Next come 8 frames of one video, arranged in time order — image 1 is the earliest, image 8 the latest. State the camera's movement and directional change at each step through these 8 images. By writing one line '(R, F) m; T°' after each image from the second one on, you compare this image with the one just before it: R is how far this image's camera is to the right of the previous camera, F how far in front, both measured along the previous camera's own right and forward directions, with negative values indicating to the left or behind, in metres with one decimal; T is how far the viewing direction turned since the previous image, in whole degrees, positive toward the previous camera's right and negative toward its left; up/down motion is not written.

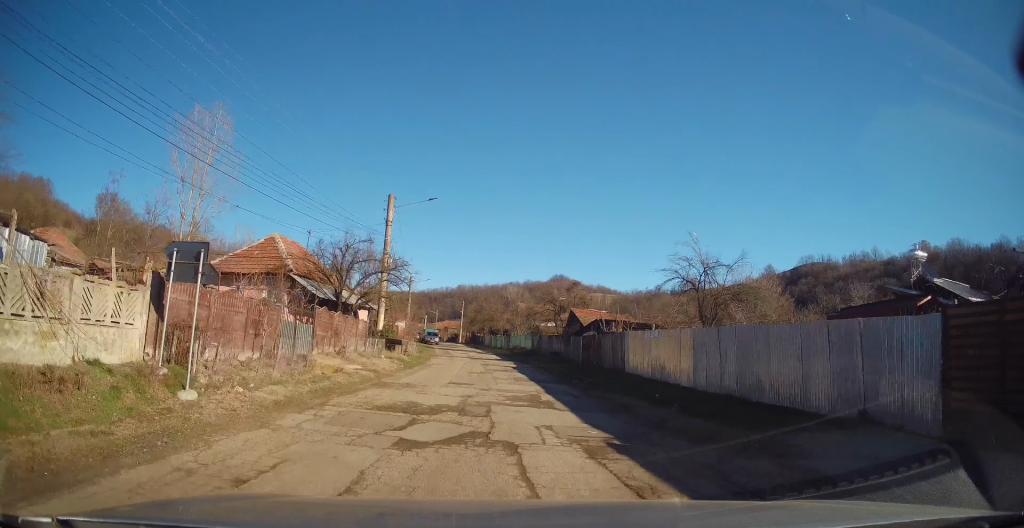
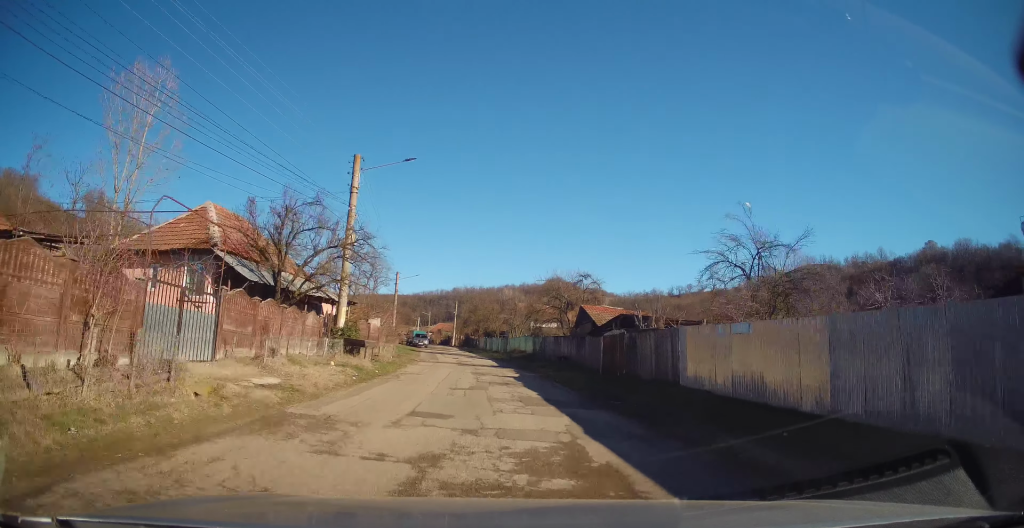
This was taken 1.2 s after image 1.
(+0.6, +6.6) m; +3°
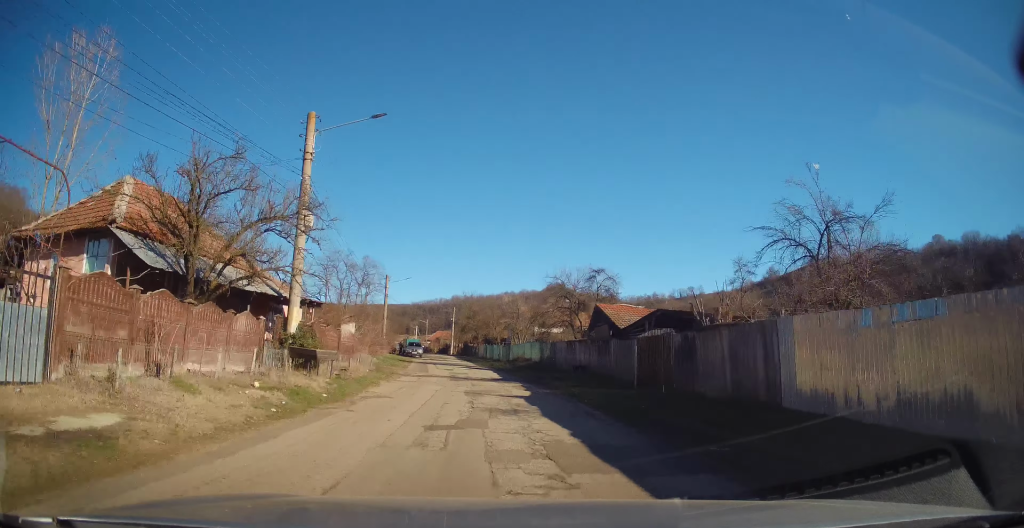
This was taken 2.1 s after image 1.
(-0.3, +5.4) m; -4°
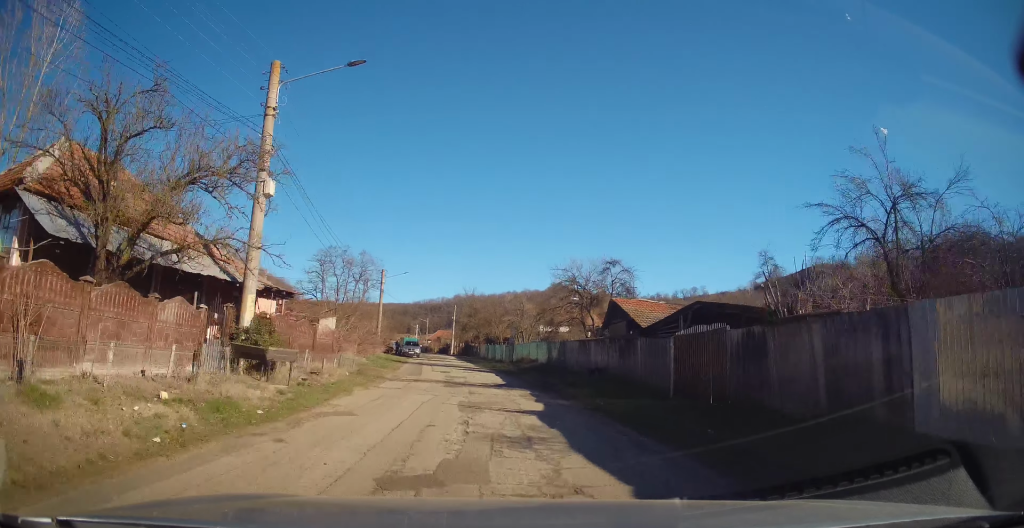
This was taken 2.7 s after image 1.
(-0.1, +3.4) m; -3°
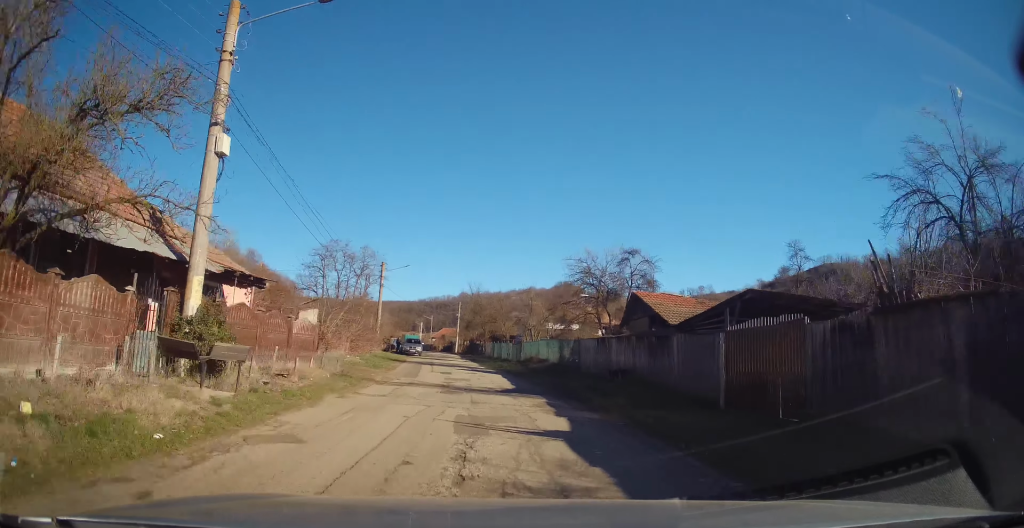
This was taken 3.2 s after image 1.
(+0.1, +2.9) m; -2°
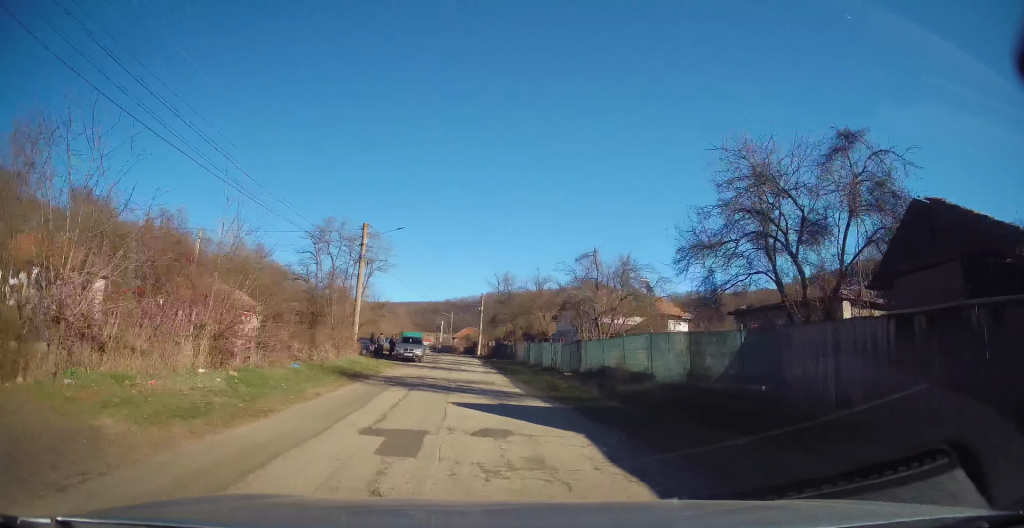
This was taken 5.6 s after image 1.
(+0.2, +16.1) m; +2°
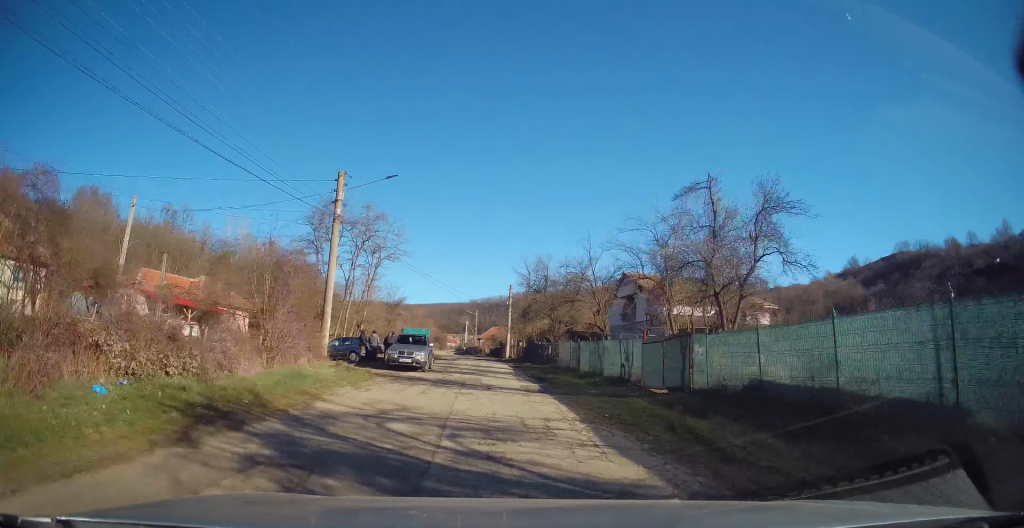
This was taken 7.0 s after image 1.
(-0.5, +10.4) m; -5°
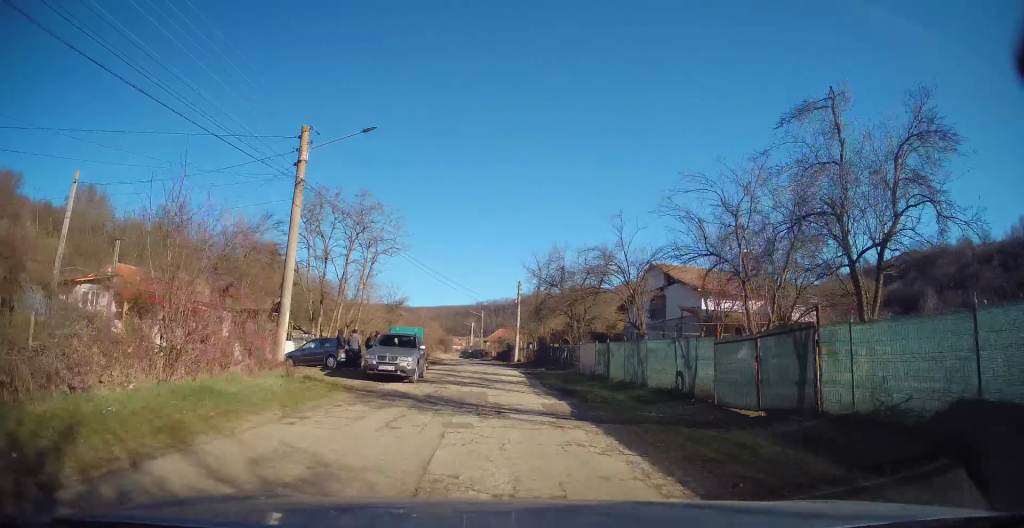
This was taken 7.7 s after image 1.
(-0.1, +5.4) m; -1°
